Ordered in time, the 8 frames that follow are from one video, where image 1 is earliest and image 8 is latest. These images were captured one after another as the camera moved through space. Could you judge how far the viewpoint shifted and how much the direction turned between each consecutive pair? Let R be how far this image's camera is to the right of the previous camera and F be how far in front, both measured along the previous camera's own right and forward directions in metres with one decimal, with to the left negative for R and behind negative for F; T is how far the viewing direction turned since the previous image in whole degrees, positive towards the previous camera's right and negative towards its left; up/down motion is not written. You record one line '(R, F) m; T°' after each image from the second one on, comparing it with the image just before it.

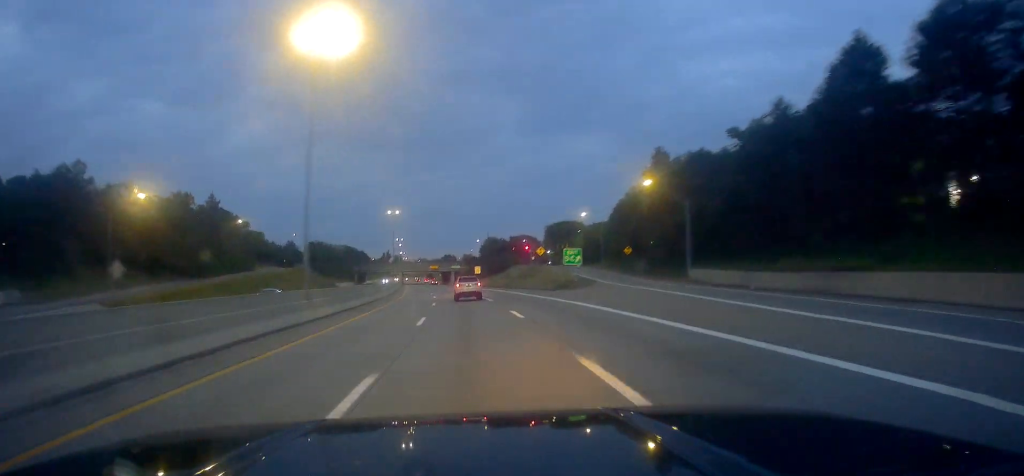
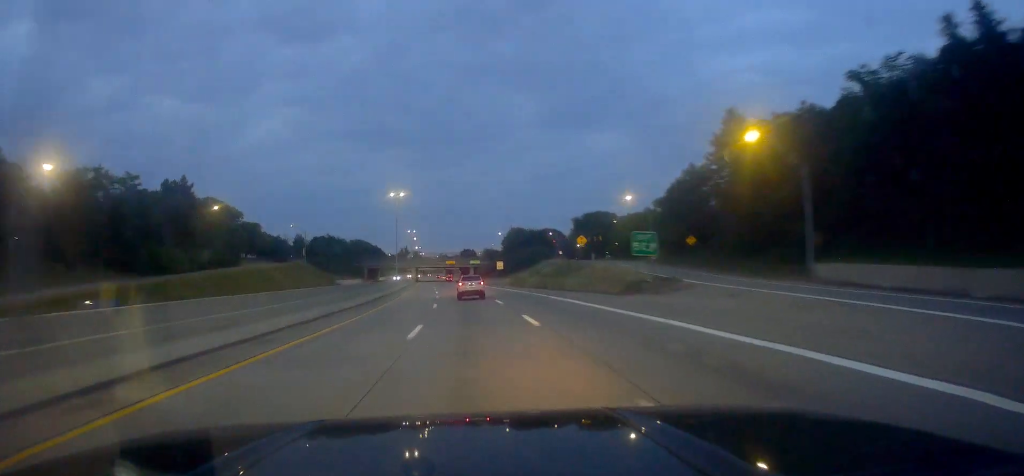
(-0.2, +20.4) m; -1°
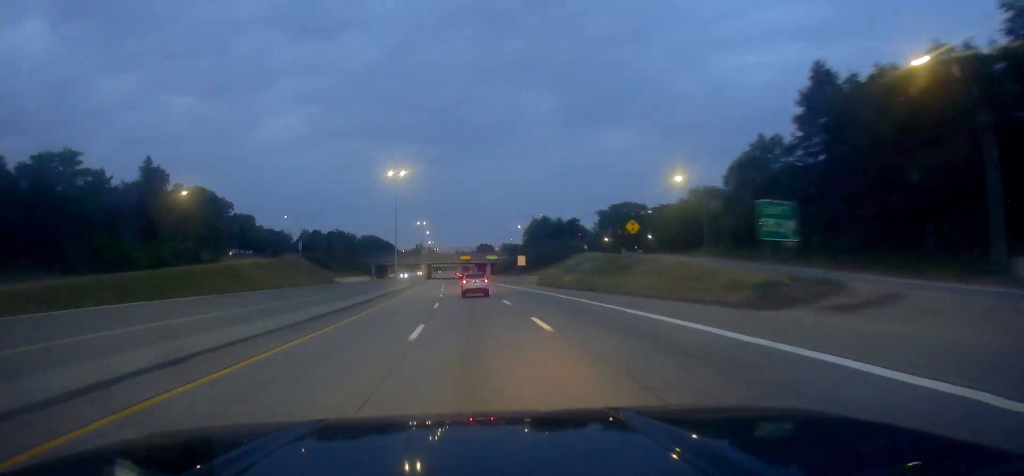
(+0.2, +16.3) m; -1°
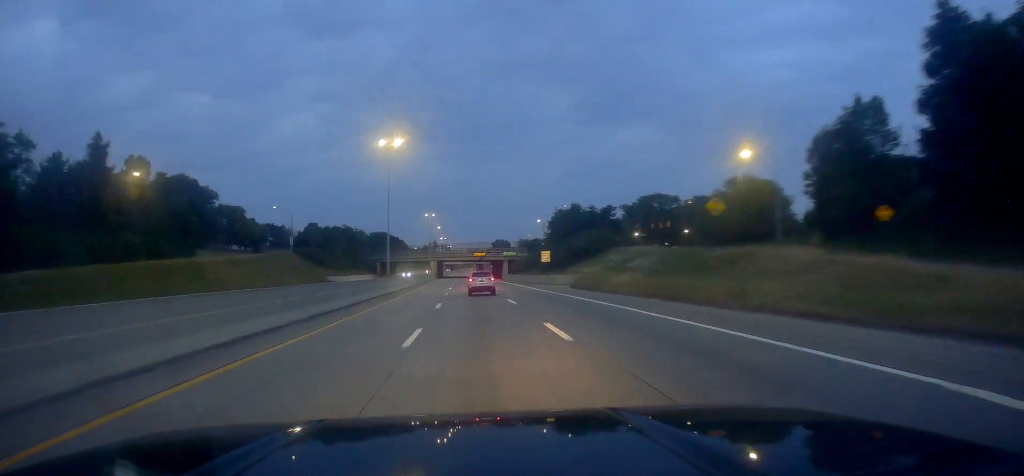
(-0.5, +16.3) m; -1°
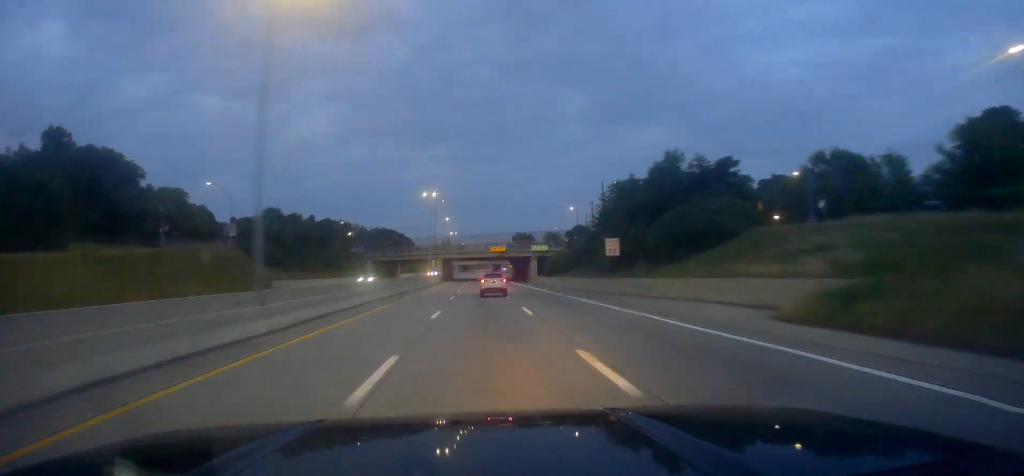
(-1.0, +35.5) m; -4°
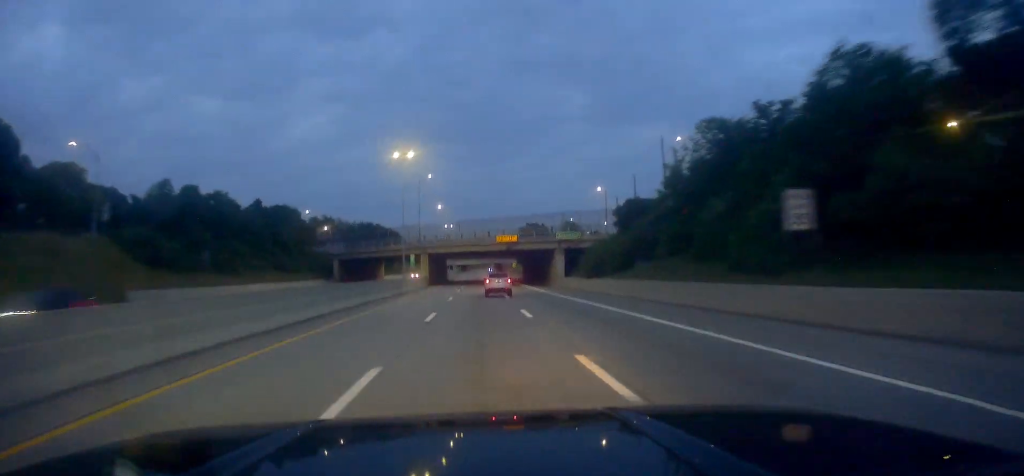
(-1.0, +31.3) m; -3°
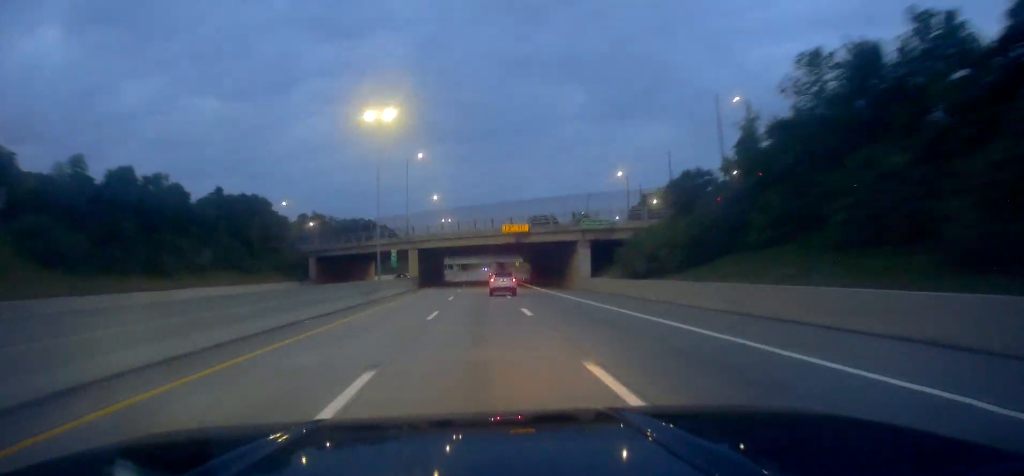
(-0.2, +15.1) m; -1°
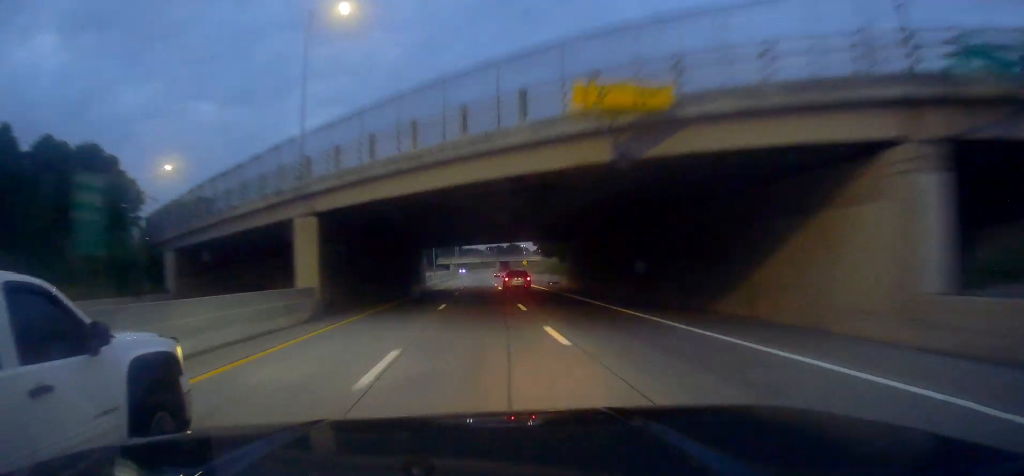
(+0.1, +40.9) m; +1°
